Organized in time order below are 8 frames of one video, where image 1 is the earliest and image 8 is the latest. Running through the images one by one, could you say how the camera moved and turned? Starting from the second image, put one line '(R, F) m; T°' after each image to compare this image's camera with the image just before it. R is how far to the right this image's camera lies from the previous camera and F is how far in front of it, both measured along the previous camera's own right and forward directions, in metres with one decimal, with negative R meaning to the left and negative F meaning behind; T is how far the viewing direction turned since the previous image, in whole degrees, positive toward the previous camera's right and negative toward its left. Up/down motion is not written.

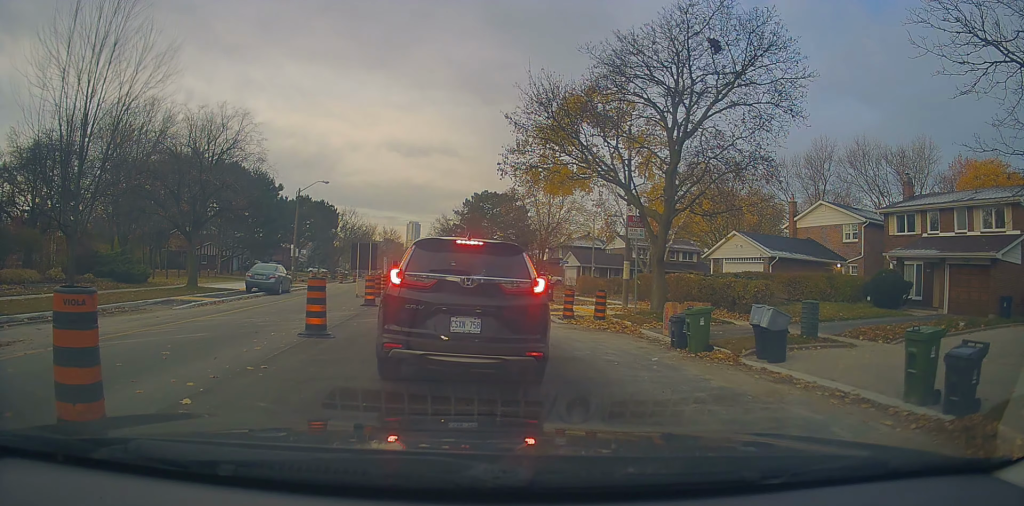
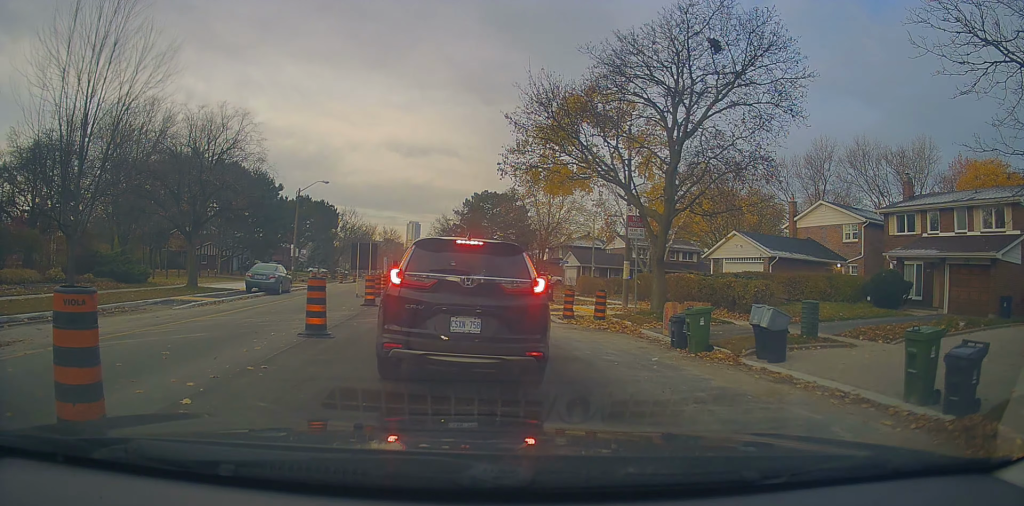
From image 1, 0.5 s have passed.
(0.0, 0.0) m; 0°
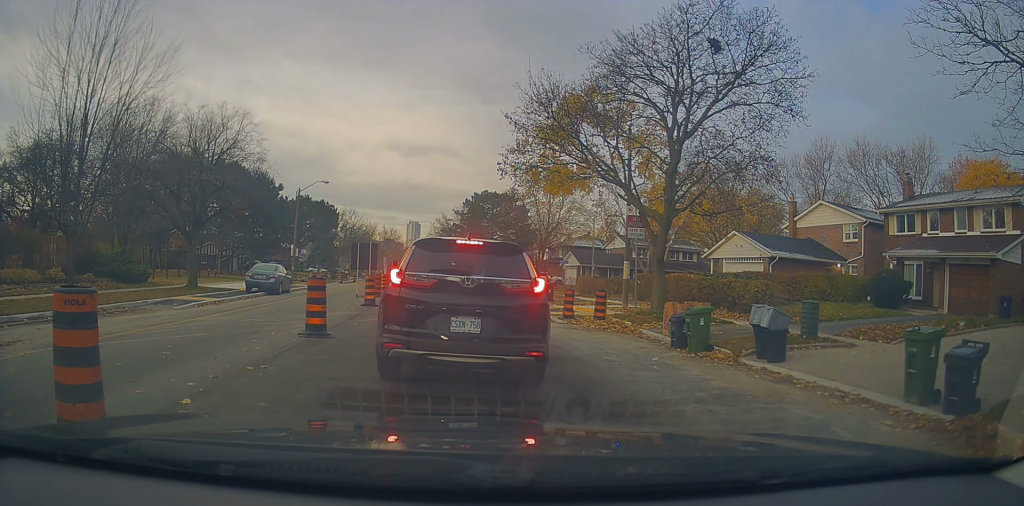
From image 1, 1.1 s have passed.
(0.0, 0.0) m; 0°
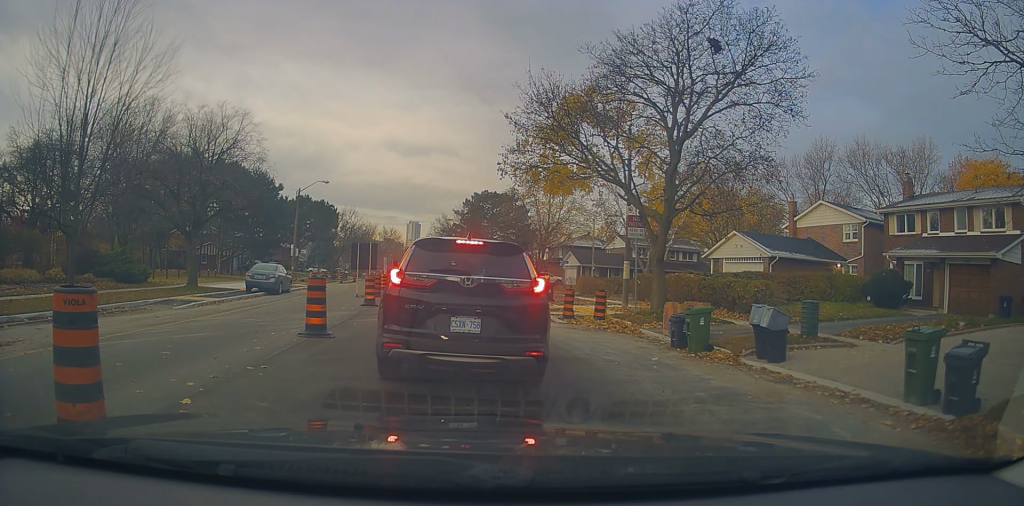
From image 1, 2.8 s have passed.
(0.0, 0.0) m; 0°
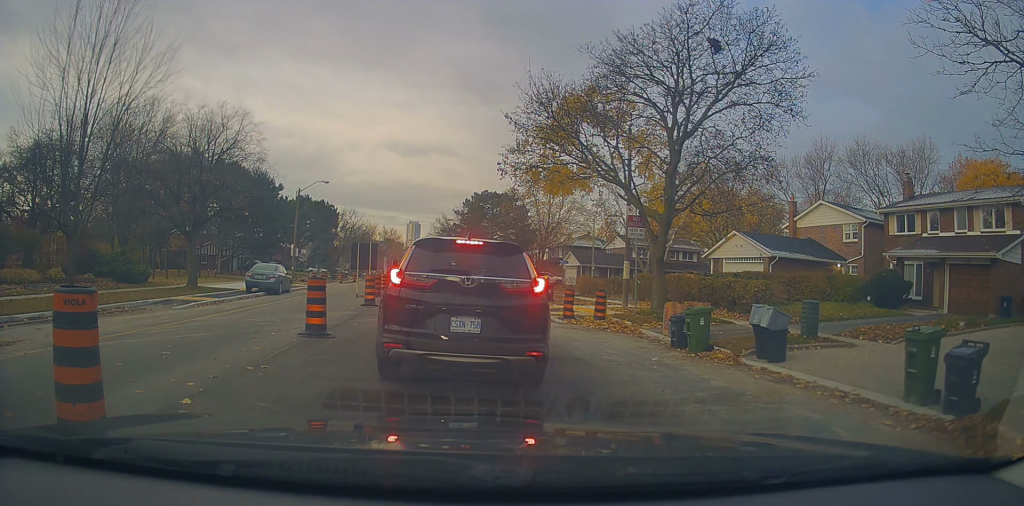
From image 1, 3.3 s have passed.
(0.0, 0.0) m; 0°
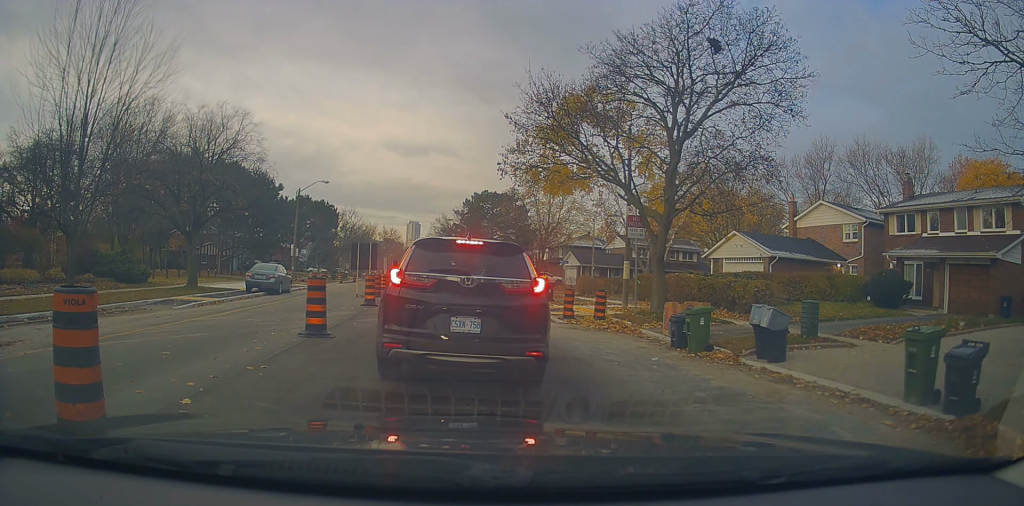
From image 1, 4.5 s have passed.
(0.0, 0.0) m; 0°
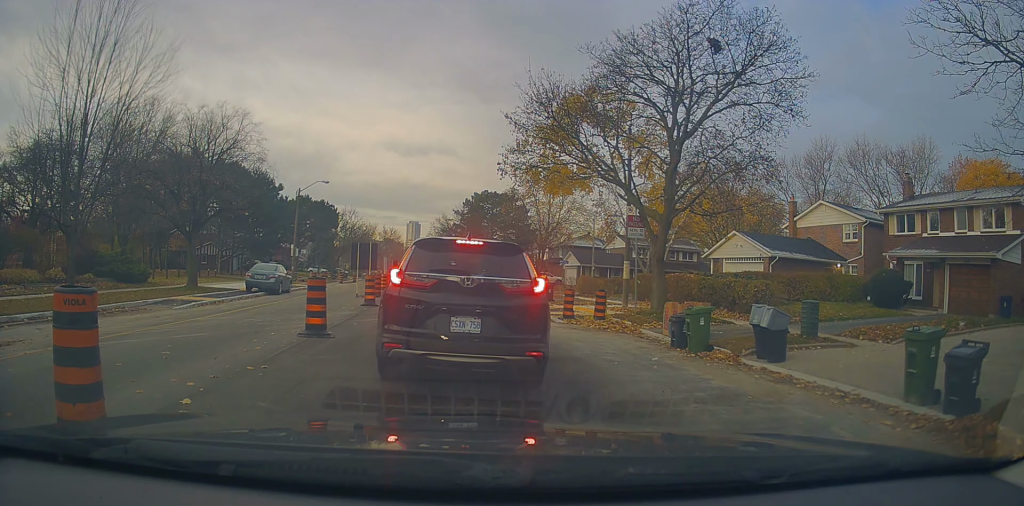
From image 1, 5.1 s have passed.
(0.0, 0.0) m; 0°
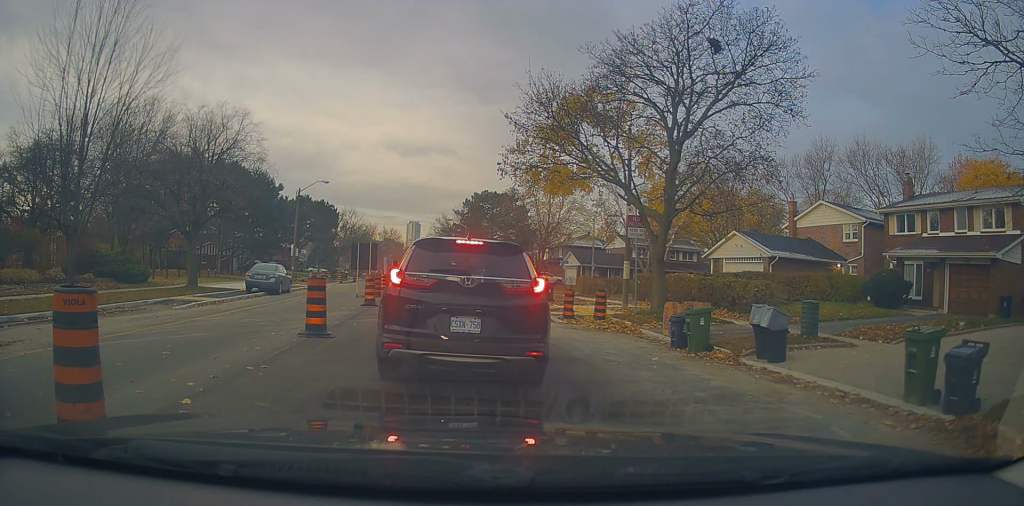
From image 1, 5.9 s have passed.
(0.0, 0.0) m; 0°
